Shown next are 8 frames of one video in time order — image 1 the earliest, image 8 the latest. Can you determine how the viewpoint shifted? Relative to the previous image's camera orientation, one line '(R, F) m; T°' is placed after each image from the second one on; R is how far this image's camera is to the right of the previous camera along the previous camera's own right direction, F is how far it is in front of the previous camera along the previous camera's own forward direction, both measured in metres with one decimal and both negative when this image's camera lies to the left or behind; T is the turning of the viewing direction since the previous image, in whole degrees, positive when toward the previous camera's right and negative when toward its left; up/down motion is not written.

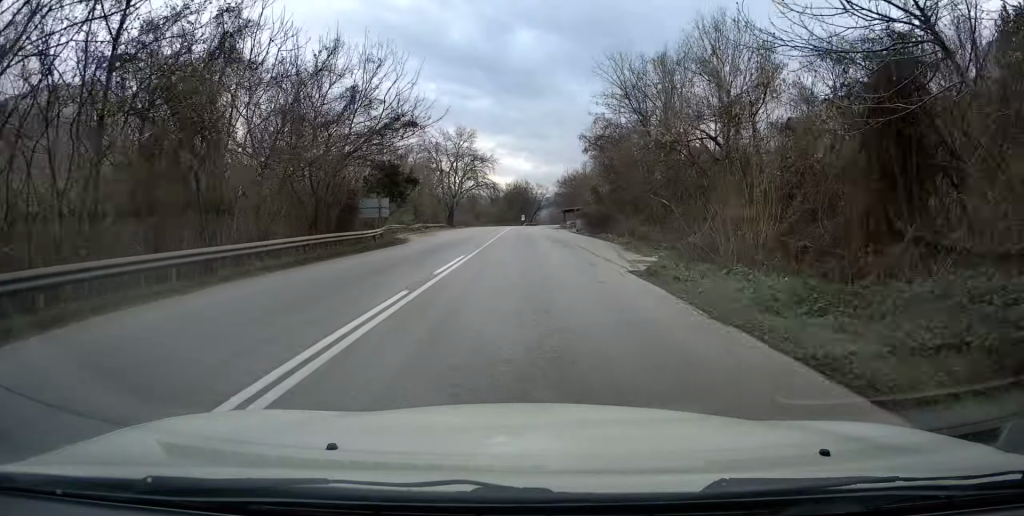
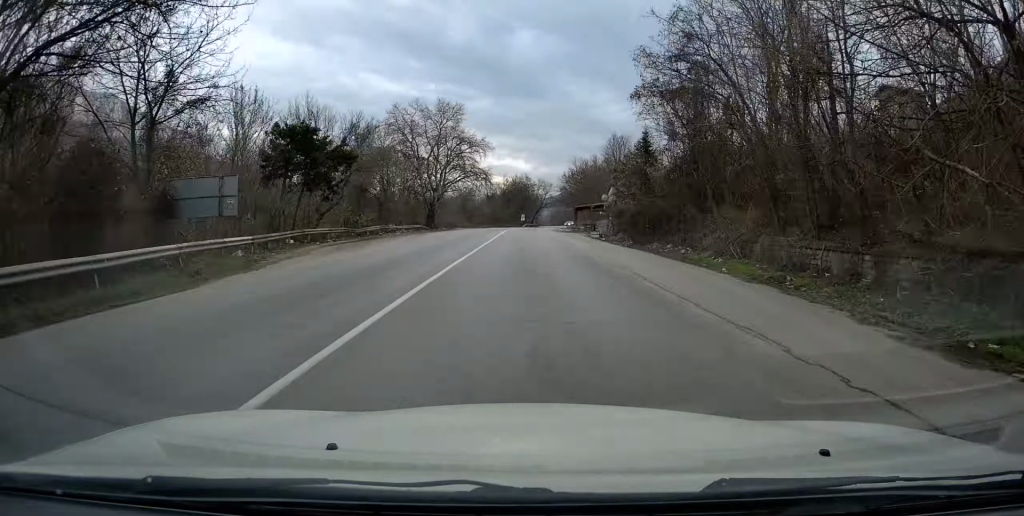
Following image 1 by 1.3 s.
(-0.1, +20.4) m; -1°
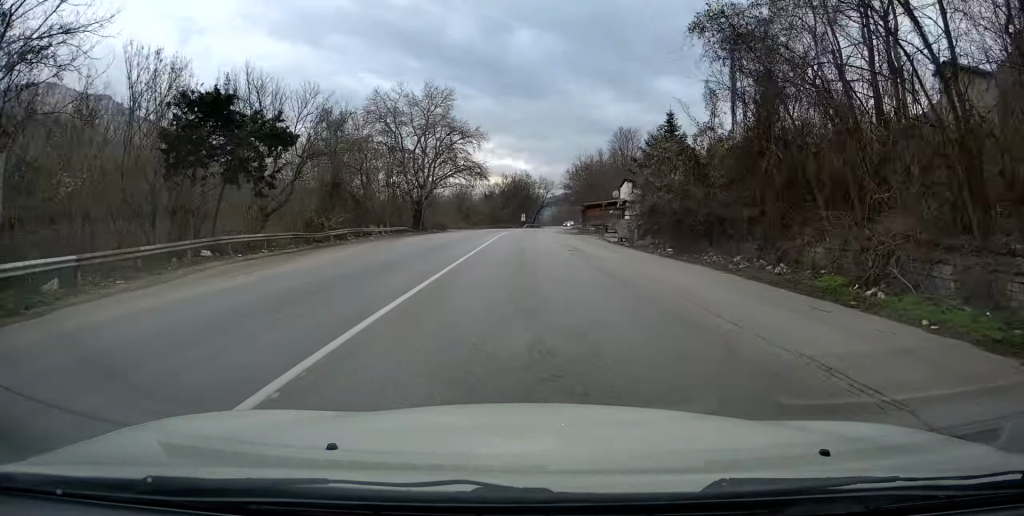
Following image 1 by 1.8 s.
(-0.1, +9.2) m; 0°
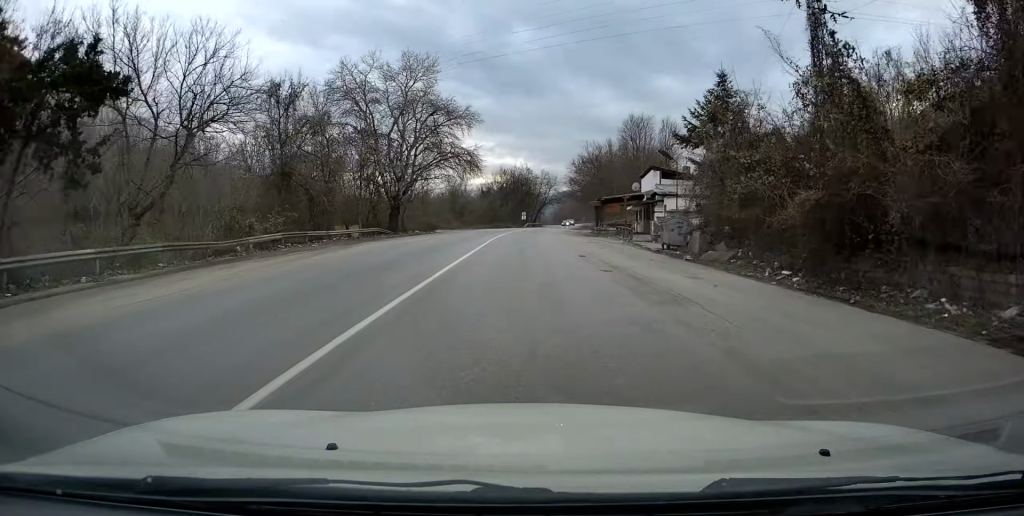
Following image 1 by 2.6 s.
(-0.1, +11.9) m; 0°
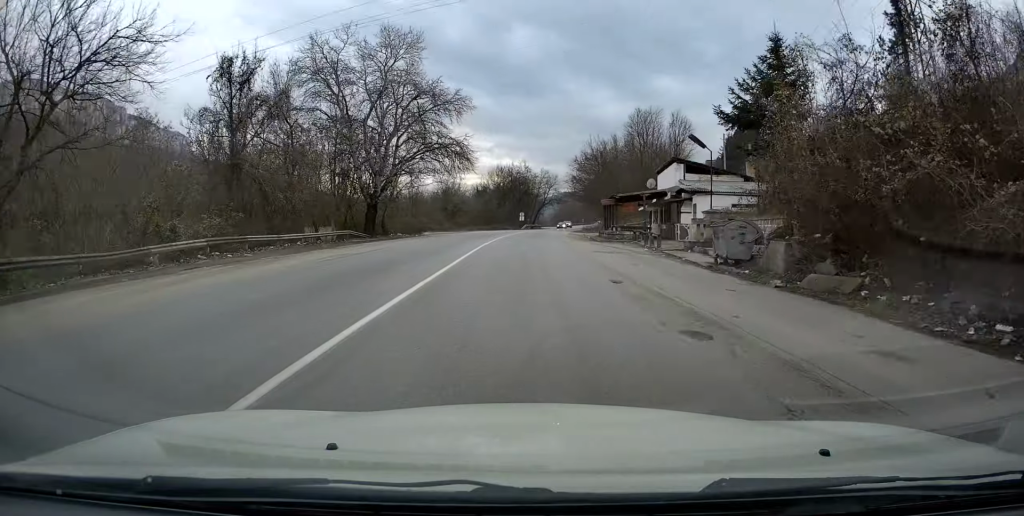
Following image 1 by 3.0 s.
(0.0, +7.5) m; 0°
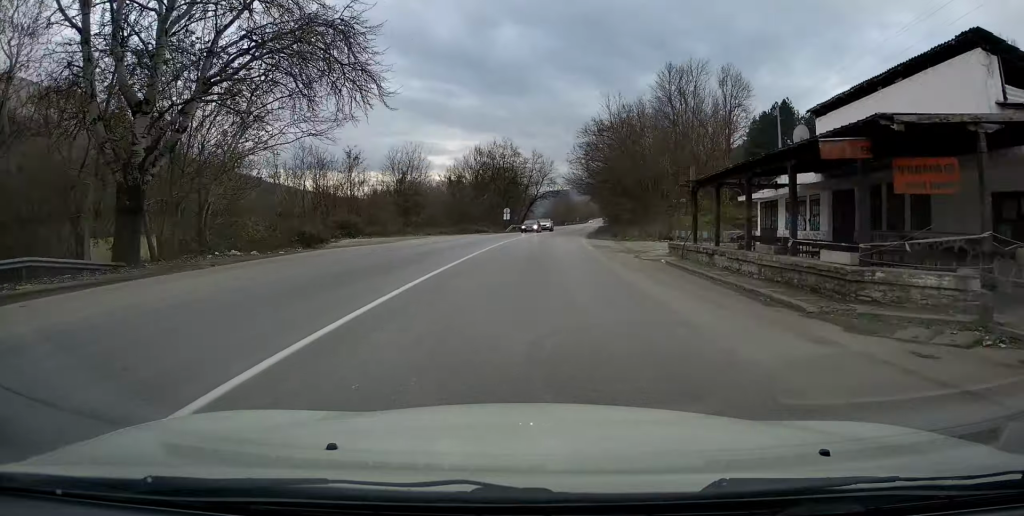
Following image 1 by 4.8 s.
(+0.2, +28.6) m; +1°
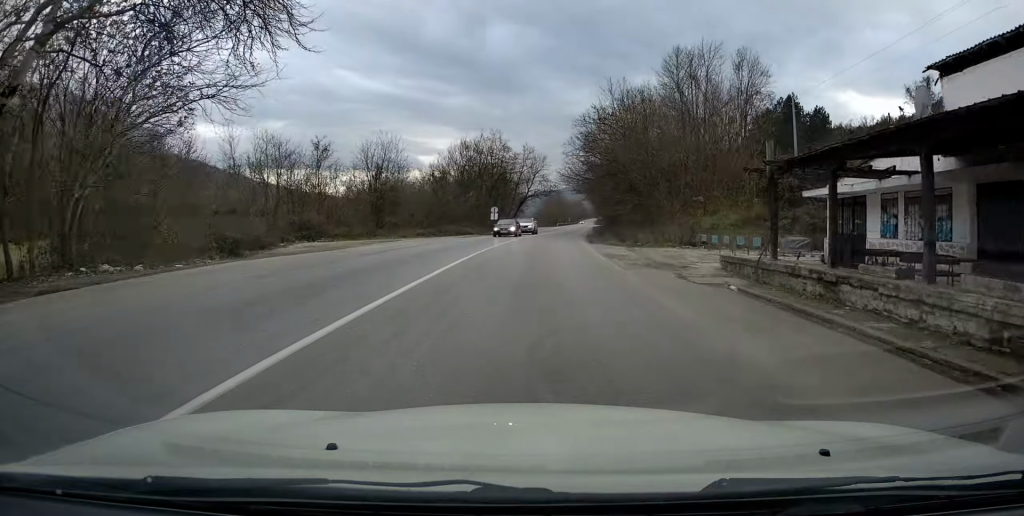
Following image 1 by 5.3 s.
(-0.1, +7.6) m; +1°
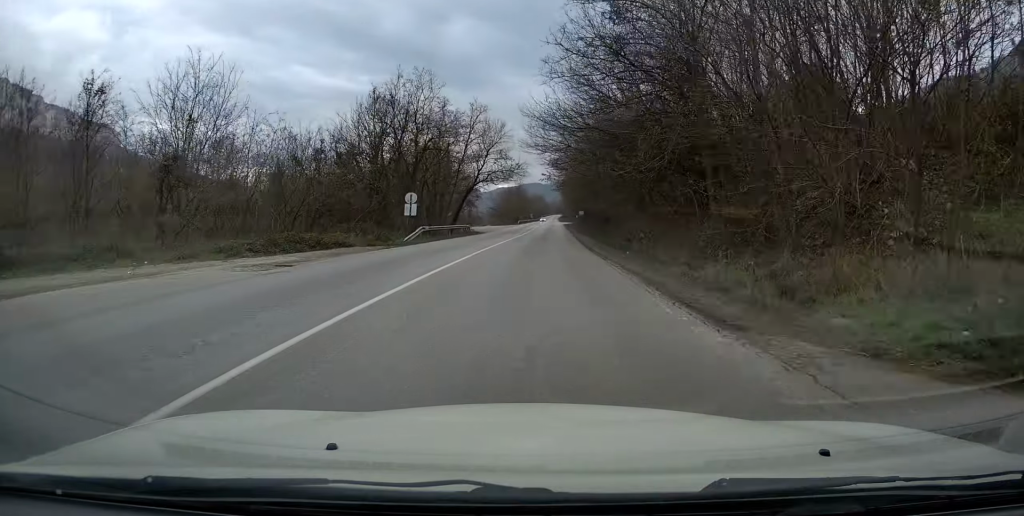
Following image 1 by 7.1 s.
(+0.9, +29.2) m; +4°
